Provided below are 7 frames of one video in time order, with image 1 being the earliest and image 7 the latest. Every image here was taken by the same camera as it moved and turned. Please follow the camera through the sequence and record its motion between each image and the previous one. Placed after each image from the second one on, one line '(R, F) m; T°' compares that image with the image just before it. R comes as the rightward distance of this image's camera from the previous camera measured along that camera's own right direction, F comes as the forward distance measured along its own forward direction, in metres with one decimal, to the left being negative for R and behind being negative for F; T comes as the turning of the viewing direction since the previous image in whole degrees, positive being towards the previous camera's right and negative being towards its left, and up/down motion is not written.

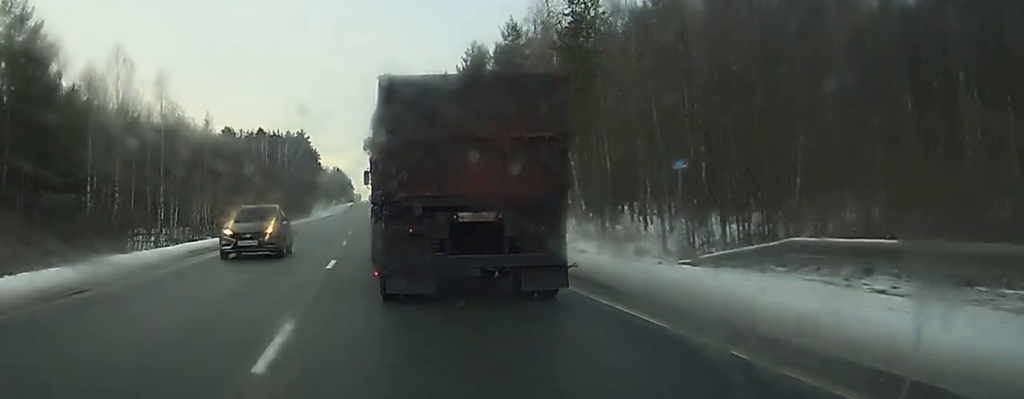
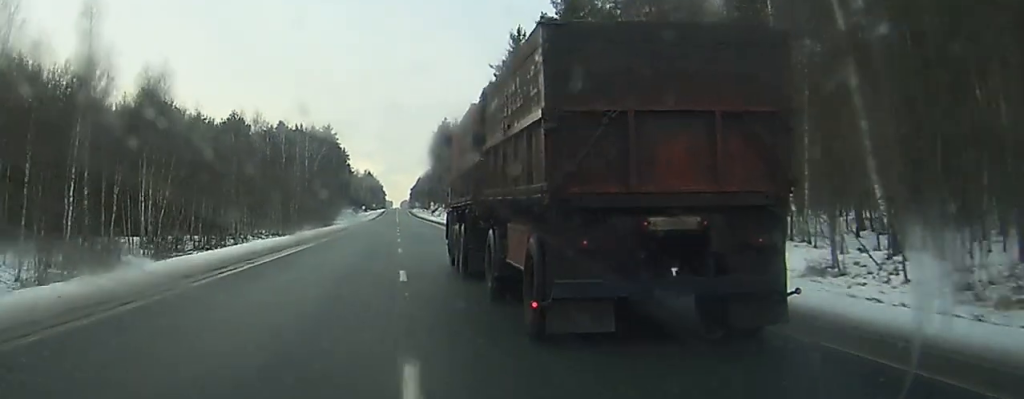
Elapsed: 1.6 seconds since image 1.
(-0.6, +39.0) m; +1°
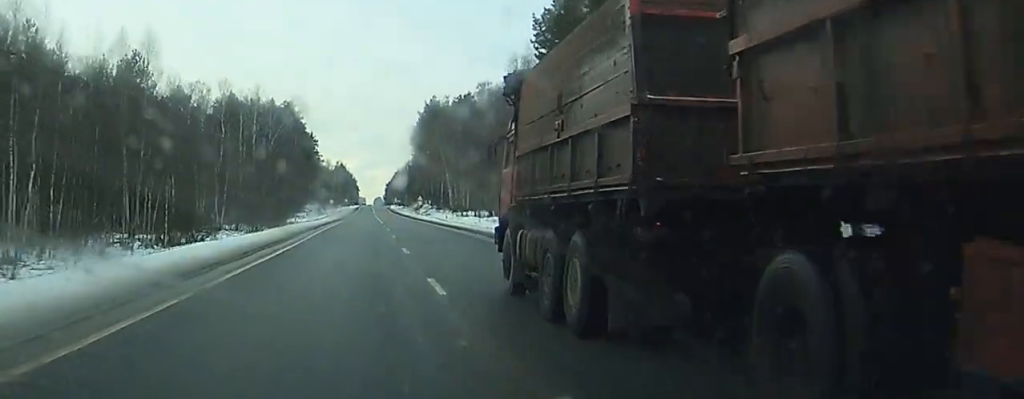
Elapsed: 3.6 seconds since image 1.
(+1.0, +51.2) m; -1°
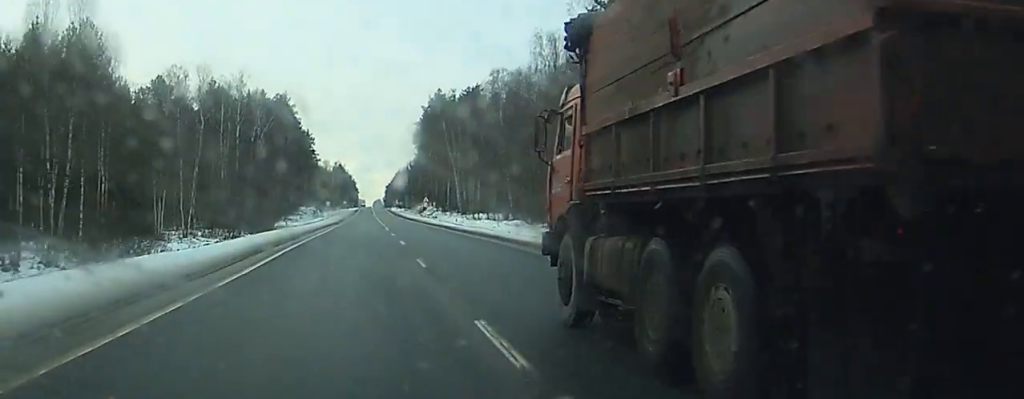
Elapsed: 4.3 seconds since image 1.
(-0.6, +17.6) m; -1°
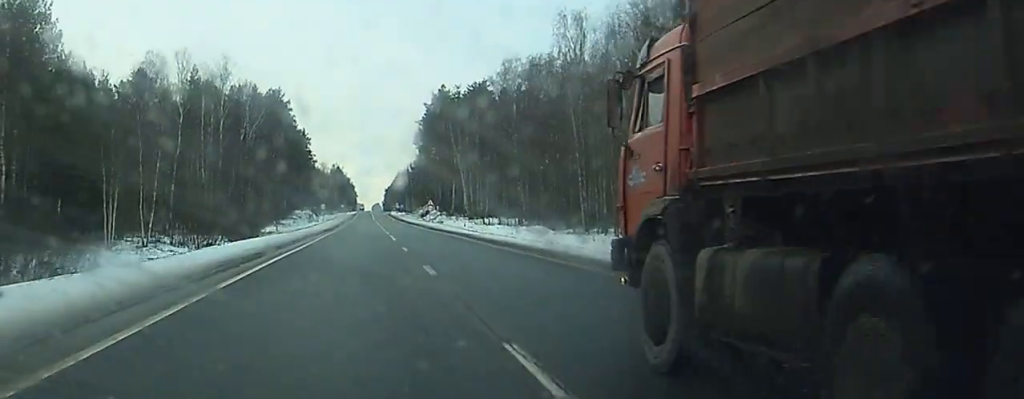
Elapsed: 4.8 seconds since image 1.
(-0.5, +13.3) m; 0°
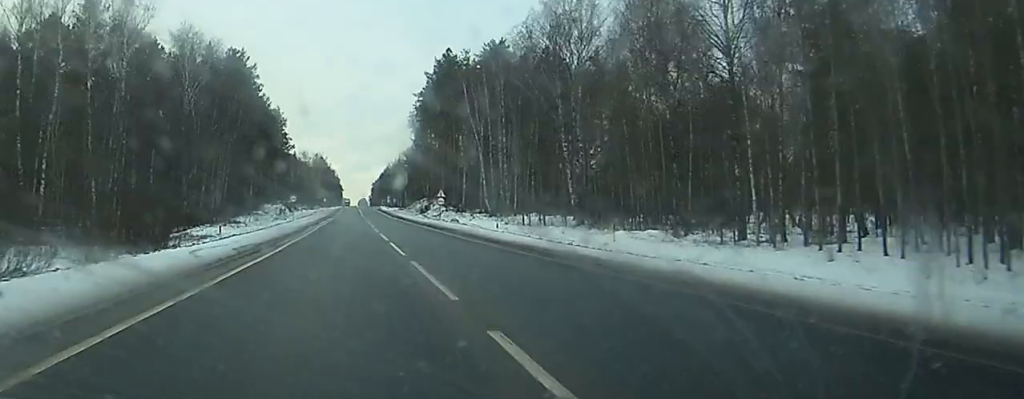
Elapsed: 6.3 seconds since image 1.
(+1.4, +40.1) m; +3°
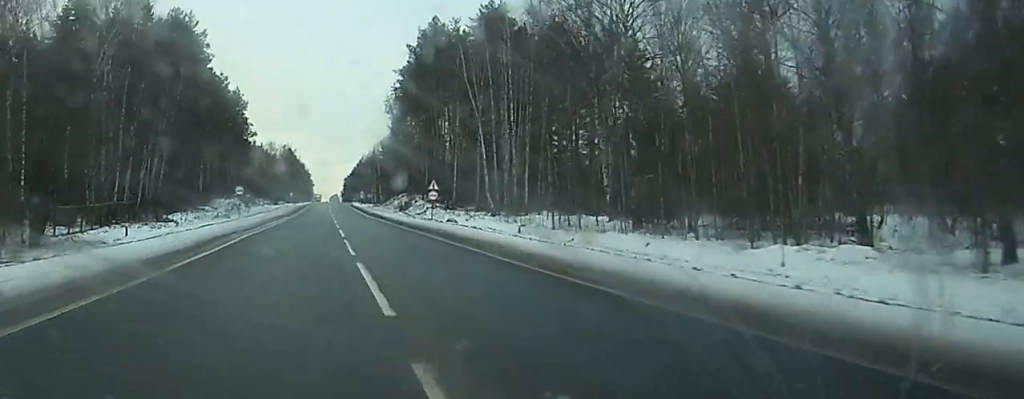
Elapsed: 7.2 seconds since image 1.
(+0.2, +25.1) m; +1°
